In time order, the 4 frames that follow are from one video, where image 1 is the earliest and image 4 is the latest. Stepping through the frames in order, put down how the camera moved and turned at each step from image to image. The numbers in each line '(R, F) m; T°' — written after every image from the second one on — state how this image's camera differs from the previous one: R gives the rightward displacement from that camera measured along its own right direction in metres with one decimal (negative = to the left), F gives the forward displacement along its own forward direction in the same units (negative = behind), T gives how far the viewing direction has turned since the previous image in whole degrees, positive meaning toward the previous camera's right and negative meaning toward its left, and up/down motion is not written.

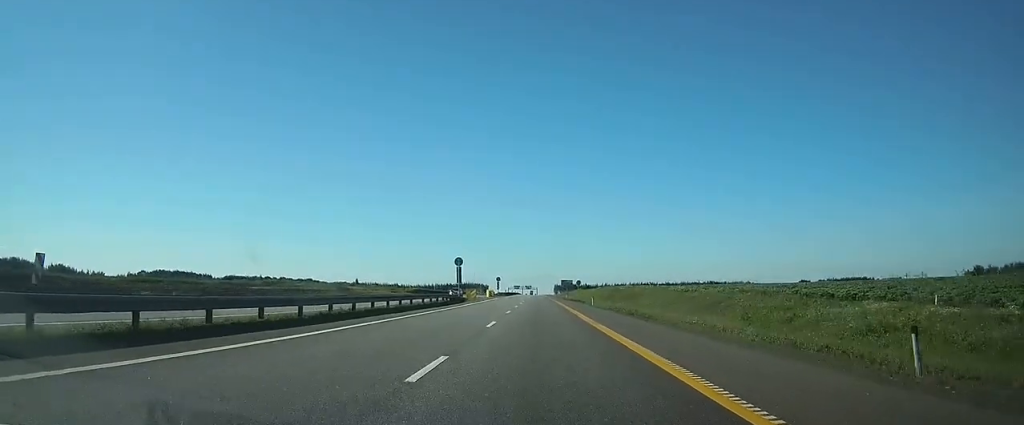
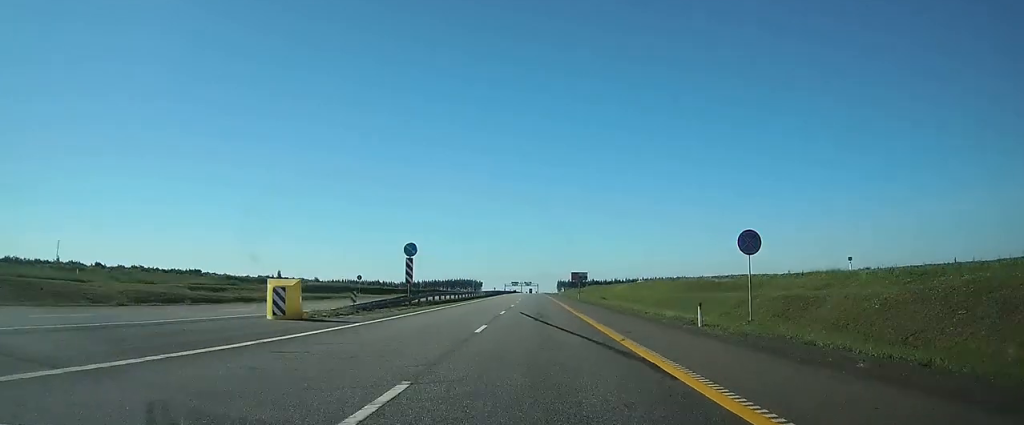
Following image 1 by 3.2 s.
(+0.3, +86.4) m; 0°
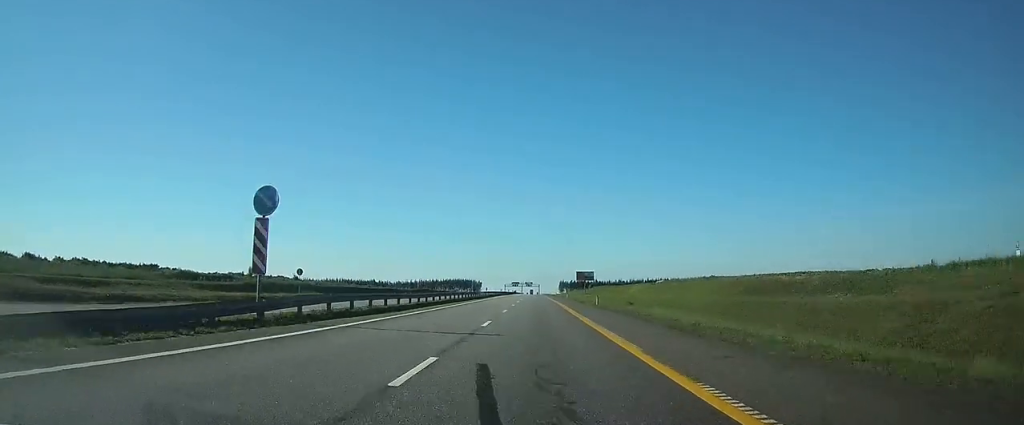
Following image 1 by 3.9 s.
(0.0, +21.1) m; 0°
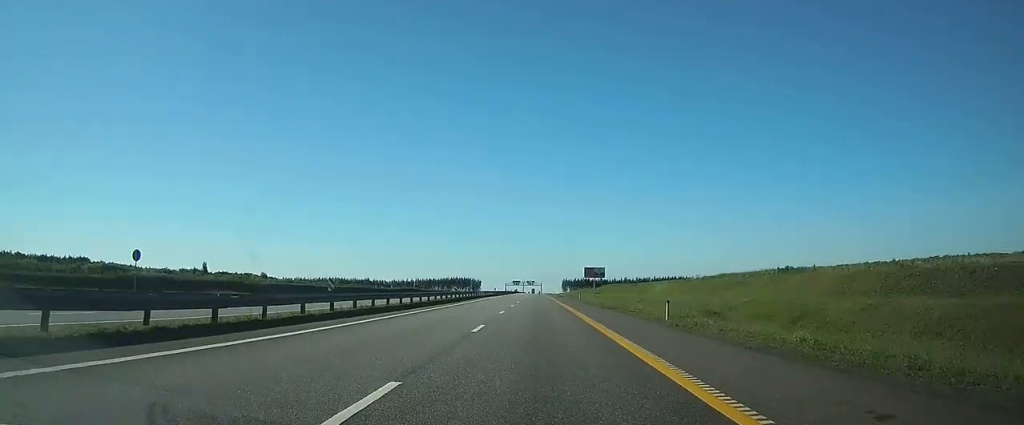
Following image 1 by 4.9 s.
(-0.1, +26.8) m; 0°
